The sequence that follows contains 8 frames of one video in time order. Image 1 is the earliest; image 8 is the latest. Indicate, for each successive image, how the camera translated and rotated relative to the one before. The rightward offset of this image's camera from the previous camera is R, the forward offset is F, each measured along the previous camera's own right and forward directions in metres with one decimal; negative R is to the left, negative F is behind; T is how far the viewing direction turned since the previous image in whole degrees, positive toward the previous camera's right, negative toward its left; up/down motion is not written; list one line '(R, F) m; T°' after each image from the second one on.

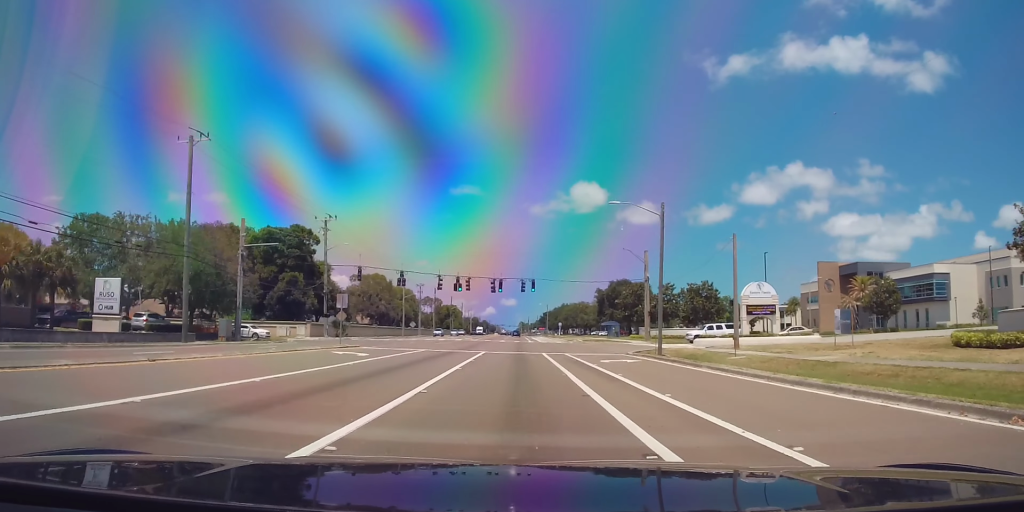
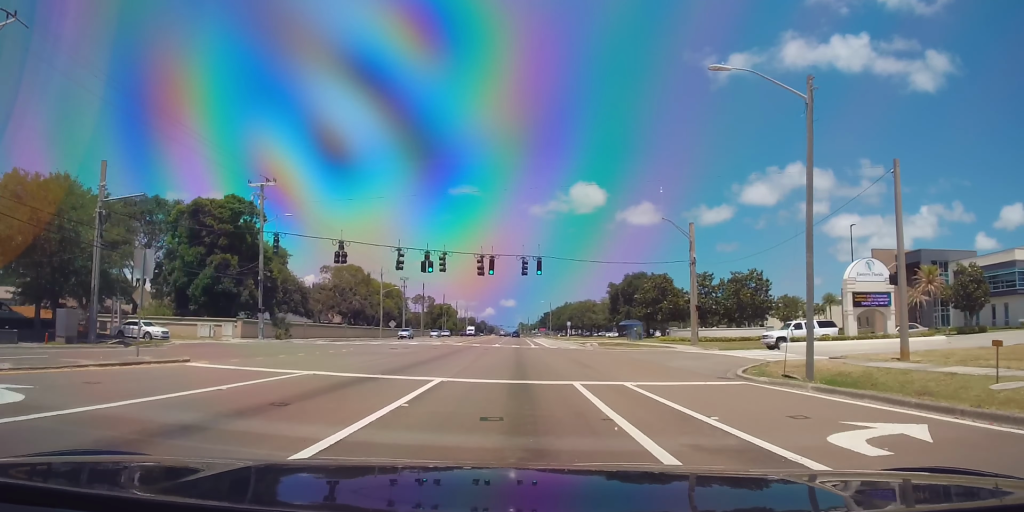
(0.0, +20.1) m; 0°
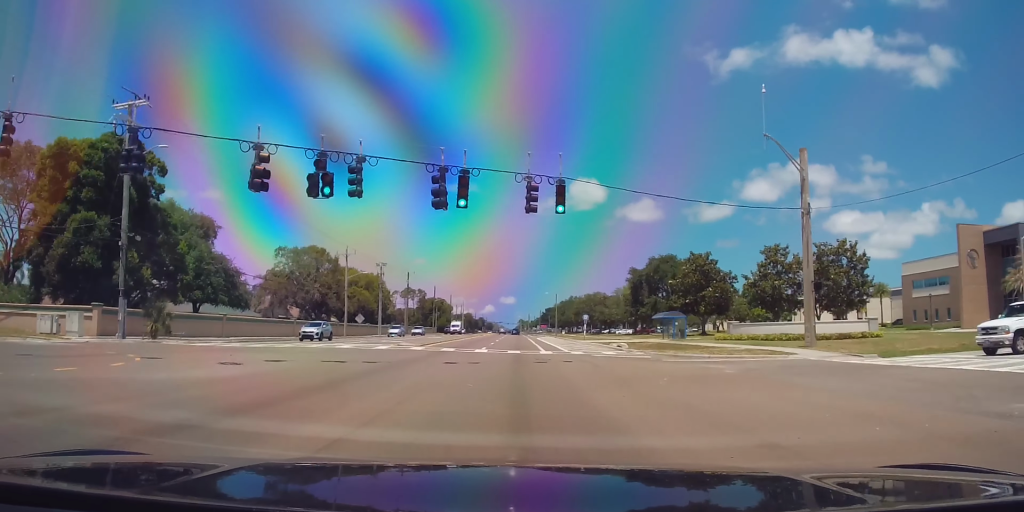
(0.0, +22.2) m; 0°
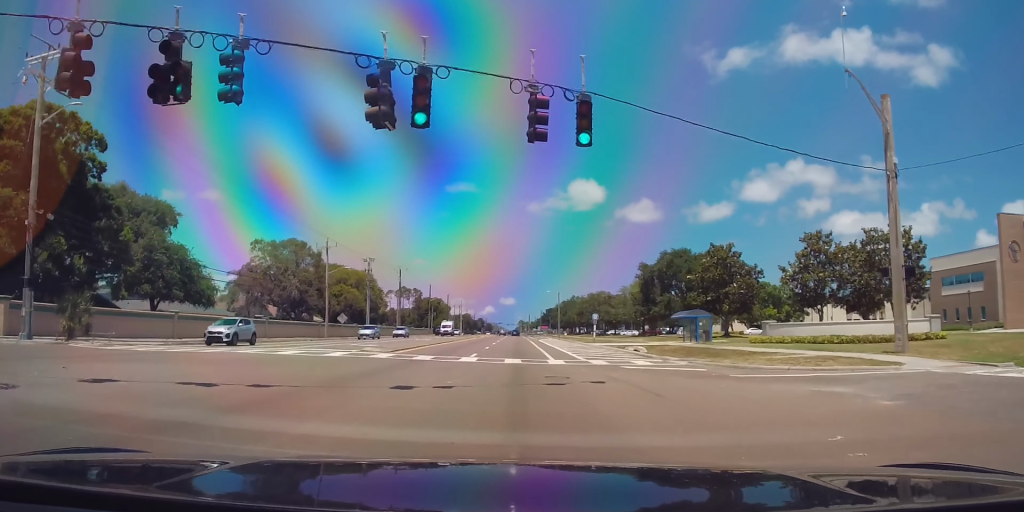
(+0.1, +8.6) m; -1°
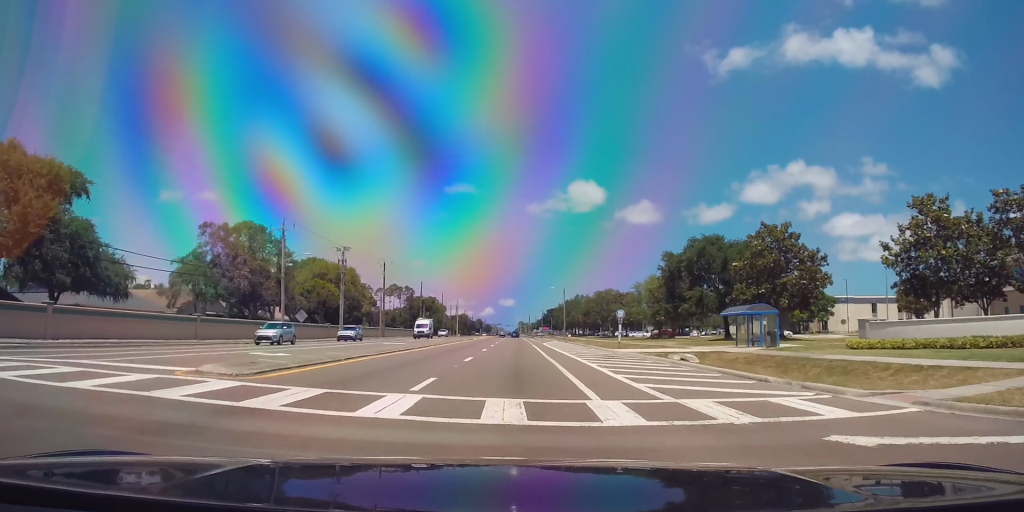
(-0.2, +14.9) m; 0°
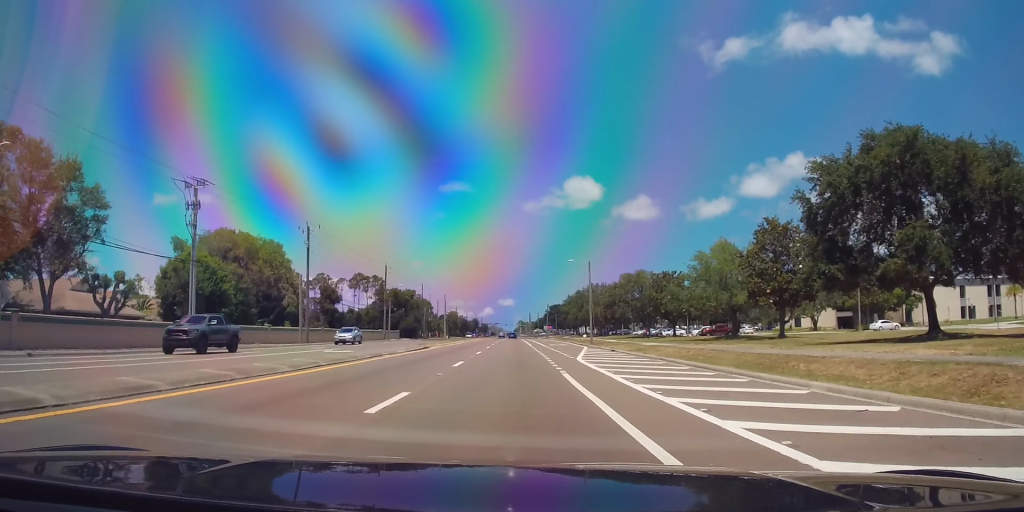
(+0.4, +40.3) m; +1°
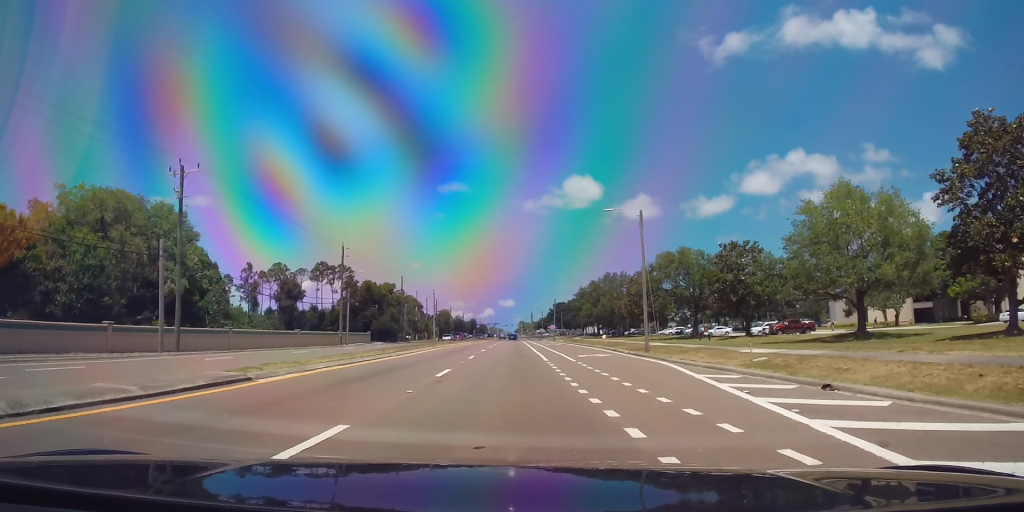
(0.0, +28.4) m; 0°
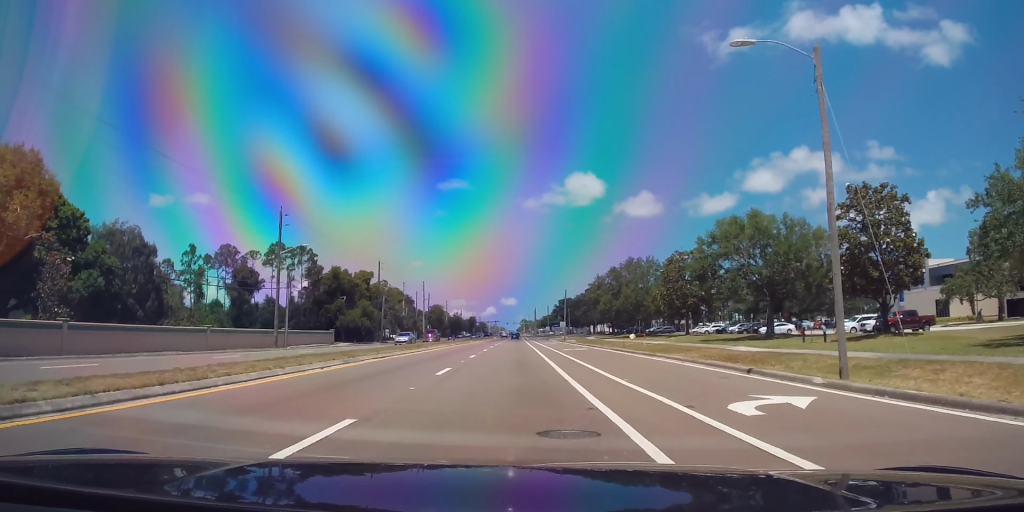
(0.0, +23.6) m; 0°
